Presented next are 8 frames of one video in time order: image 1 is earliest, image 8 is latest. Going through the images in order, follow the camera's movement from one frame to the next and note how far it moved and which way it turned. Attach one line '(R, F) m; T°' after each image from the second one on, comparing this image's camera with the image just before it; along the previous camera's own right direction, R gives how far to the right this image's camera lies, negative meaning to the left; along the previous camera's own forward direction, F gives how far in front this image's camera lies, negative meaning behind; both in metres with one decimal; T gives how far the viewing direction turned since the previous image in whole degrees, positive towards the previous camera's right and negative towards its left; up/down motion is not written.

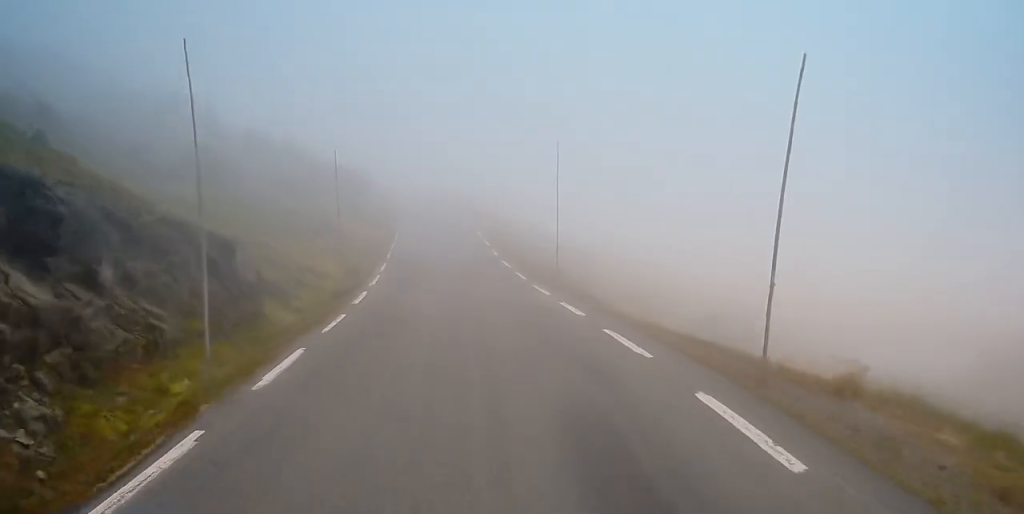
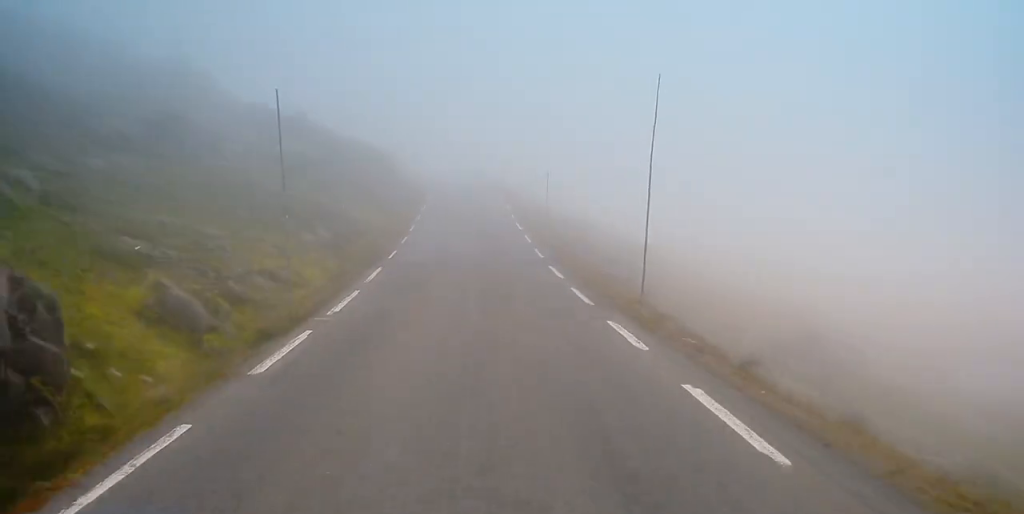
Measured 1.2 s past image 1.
(0.0, +12.2) m; -1°
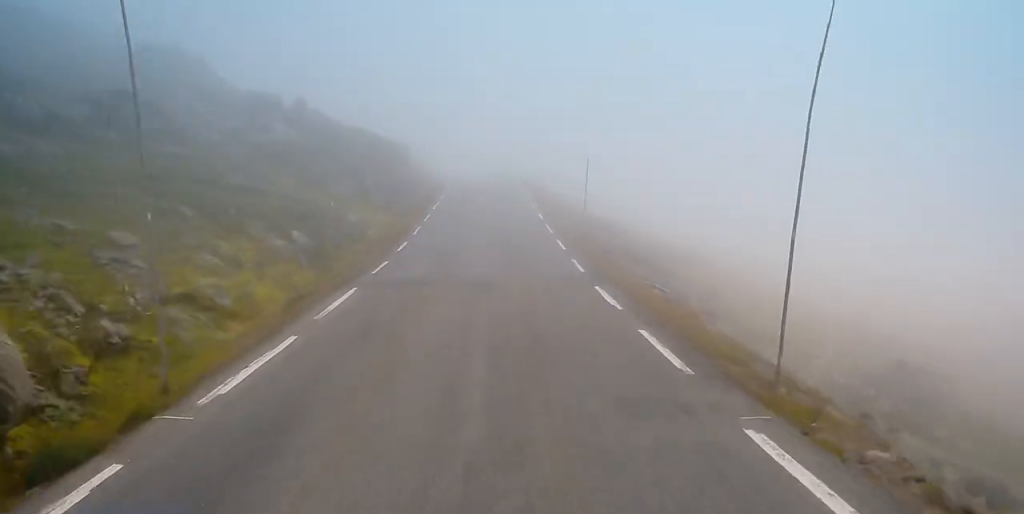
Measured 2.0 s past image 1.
(-0.1, +8.5) m; -2°
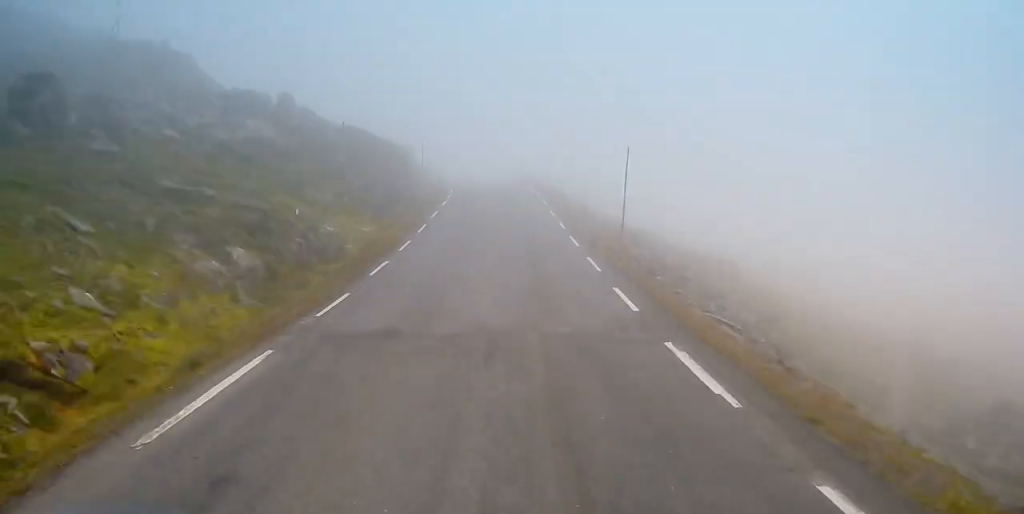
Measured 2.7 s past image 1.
(-0.3, +7.9) m; -2°
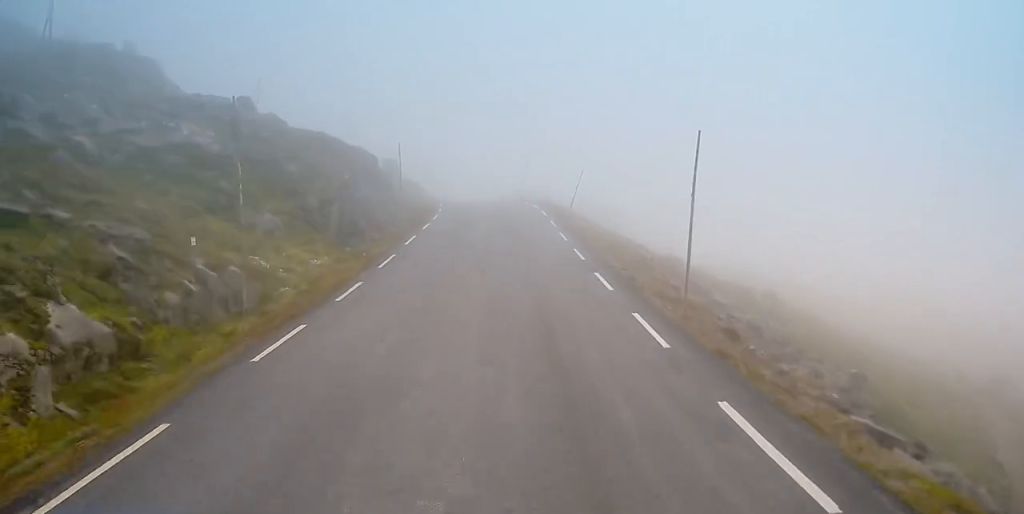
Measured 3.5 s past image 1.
(0.0, +9.6) m; 0°
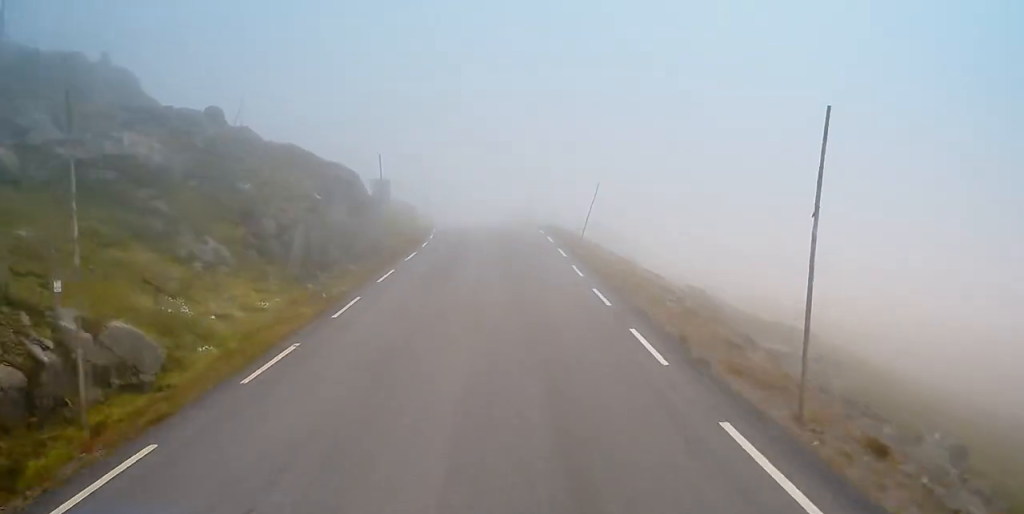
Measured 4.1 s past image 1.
(0.0, +6.3) m; 0°
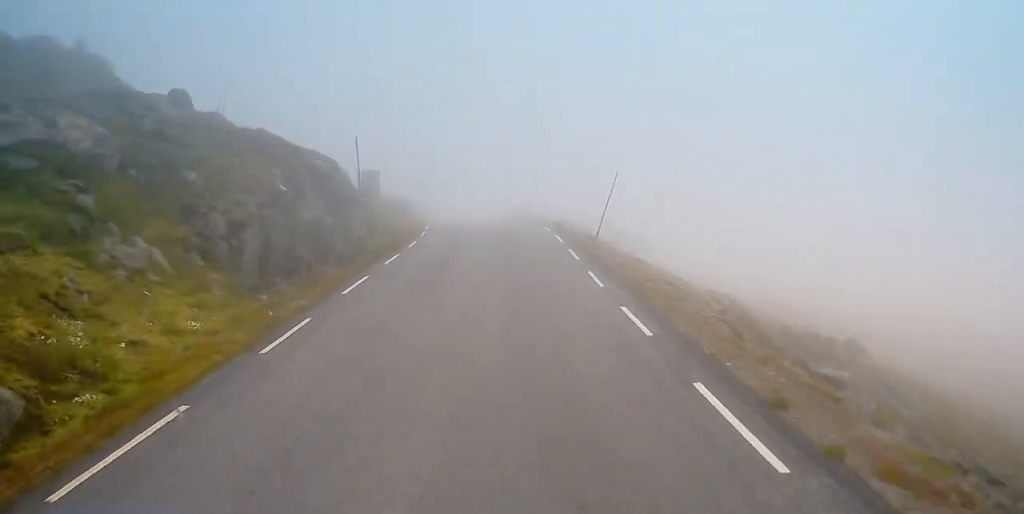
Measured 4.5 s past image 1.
(0.0, +5.0) m; 0°
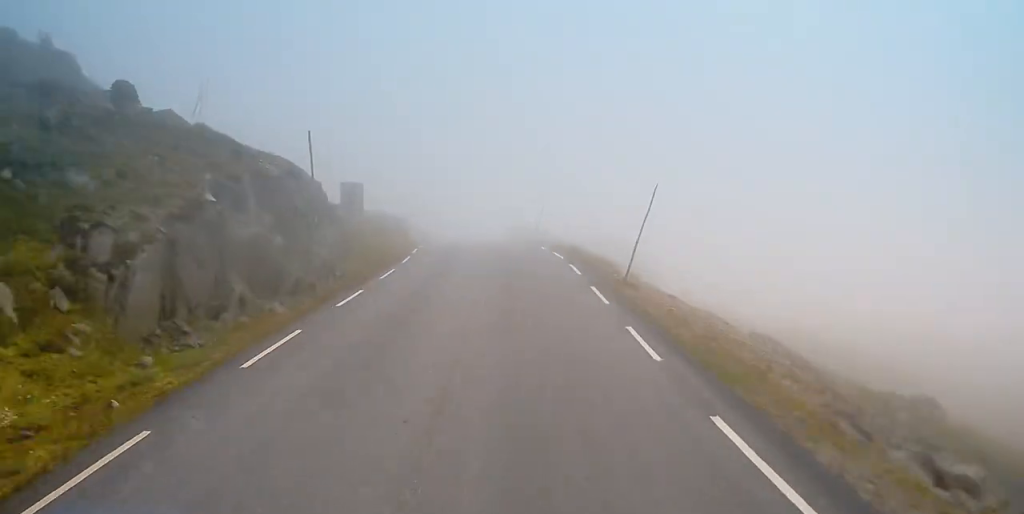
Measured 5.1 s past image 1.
(0.0, +6.9) m; 0°
